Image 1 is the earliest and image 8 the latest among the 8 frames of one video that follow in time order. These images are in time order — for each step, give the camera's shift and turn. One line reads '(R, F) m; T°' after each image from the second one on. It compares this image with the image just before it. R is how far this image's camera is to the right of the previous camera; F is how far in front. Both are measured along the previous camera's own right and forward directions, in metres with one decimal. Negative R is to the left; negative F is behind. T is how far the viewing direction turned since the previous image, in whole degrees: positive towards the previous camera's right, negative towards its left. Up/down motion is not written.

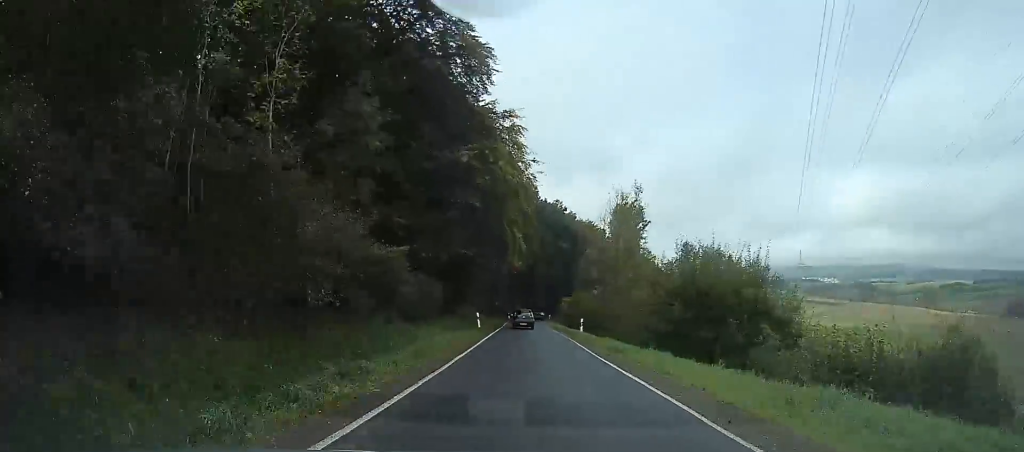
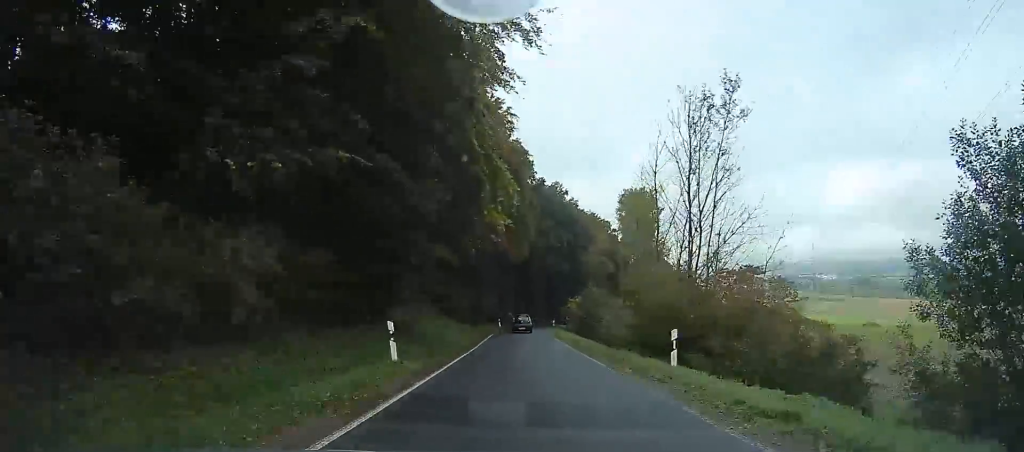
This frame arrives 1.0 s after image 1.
(0.0, +19.0) m; 0°
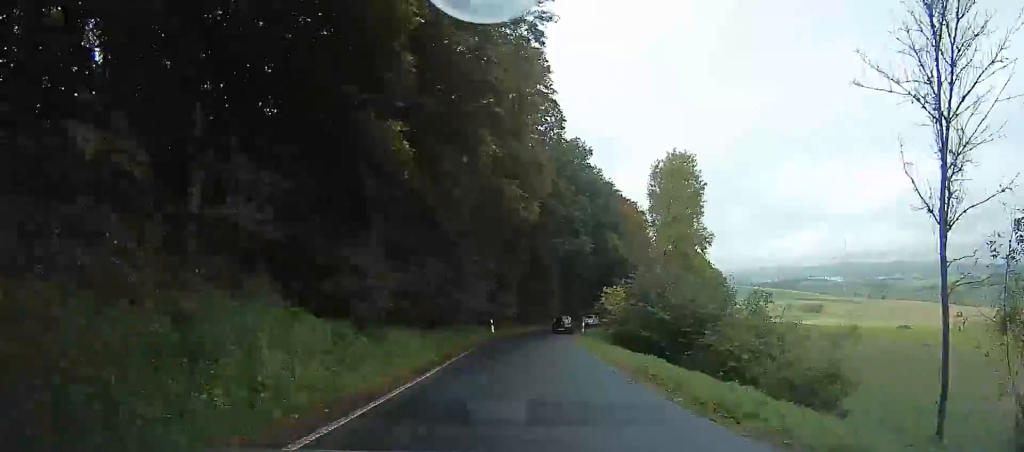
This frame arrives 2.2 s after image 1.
(0.0, +23.3) m; 0°
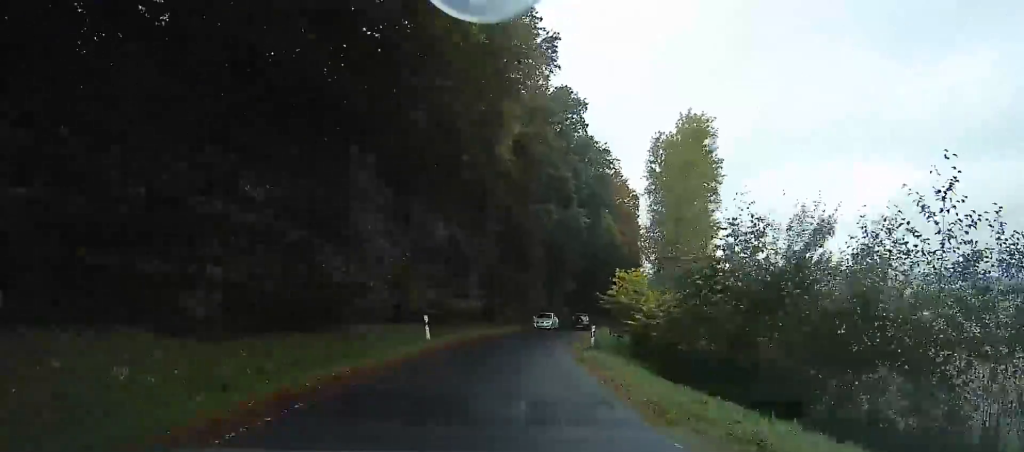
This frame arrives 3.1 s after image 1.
(0.0, +15.5) m; +2°
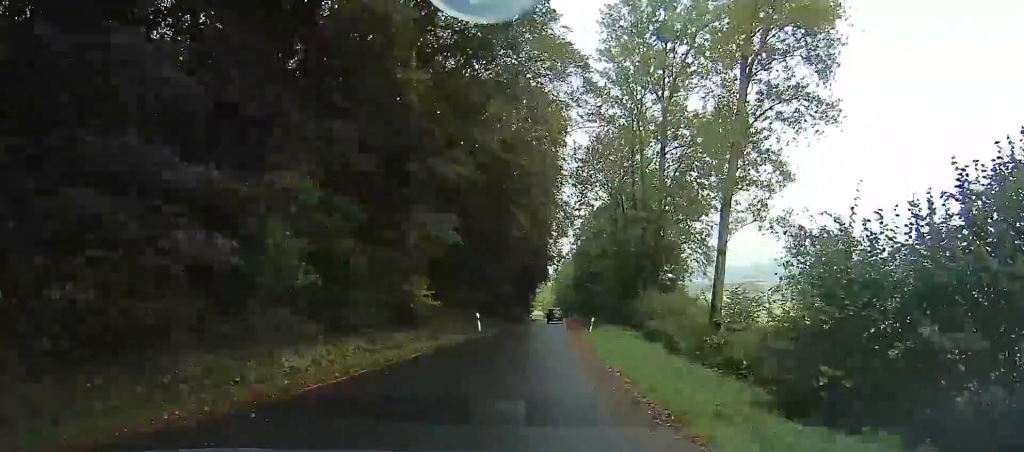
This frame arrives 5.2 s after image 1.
(+3.7, +37.5) m; +15°
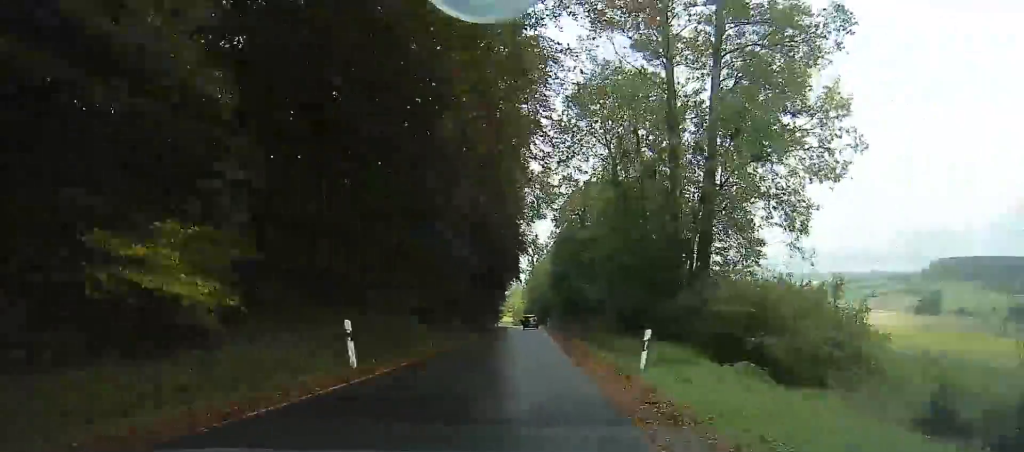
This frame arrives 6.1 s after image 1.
(+1.1, +14.2) m; +11°
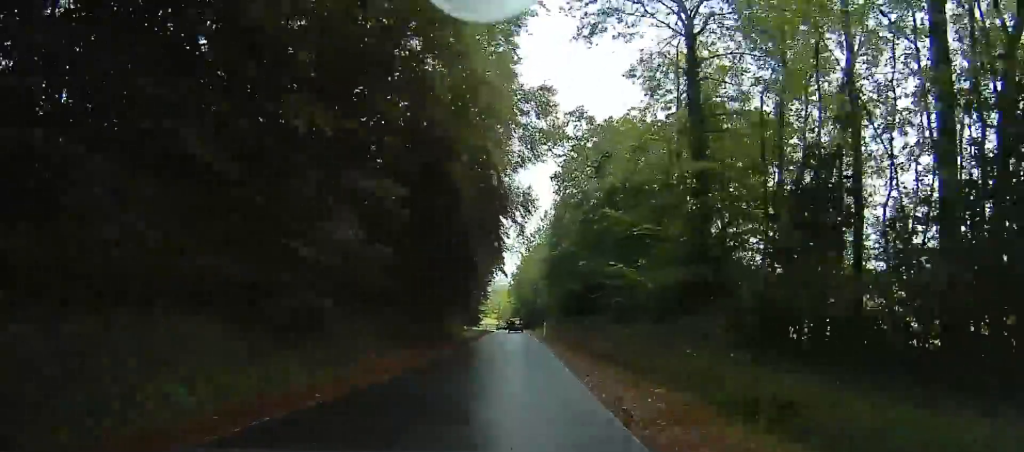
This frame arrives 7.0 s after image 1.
(+2.0, +16.4) m; +11°
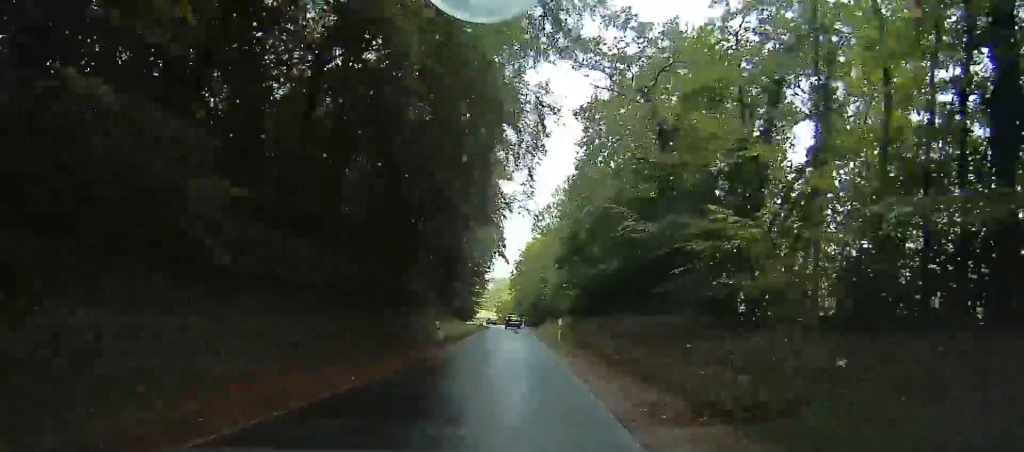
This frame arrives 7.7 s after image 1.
(+0.8, +11.9) m; +4°
